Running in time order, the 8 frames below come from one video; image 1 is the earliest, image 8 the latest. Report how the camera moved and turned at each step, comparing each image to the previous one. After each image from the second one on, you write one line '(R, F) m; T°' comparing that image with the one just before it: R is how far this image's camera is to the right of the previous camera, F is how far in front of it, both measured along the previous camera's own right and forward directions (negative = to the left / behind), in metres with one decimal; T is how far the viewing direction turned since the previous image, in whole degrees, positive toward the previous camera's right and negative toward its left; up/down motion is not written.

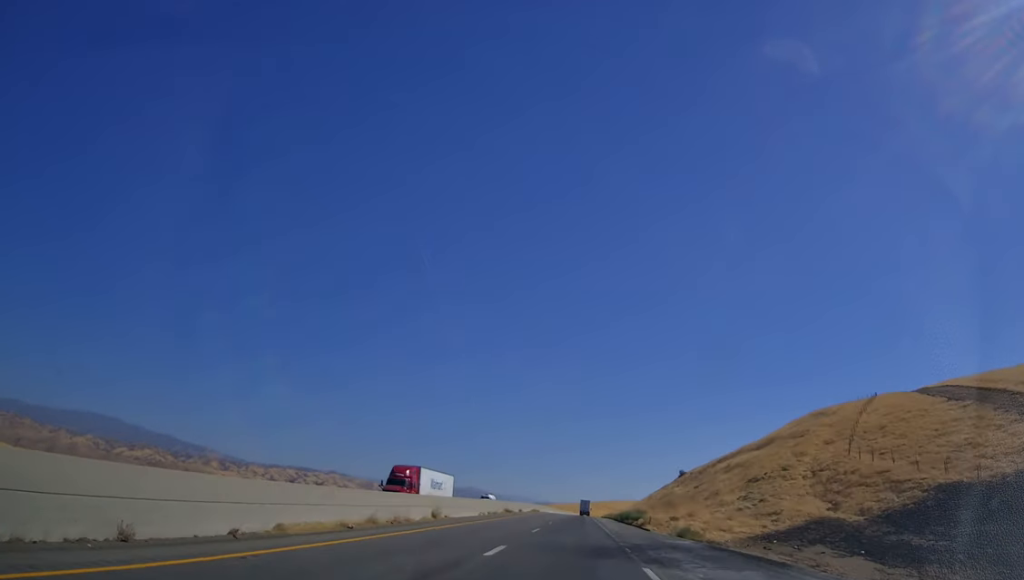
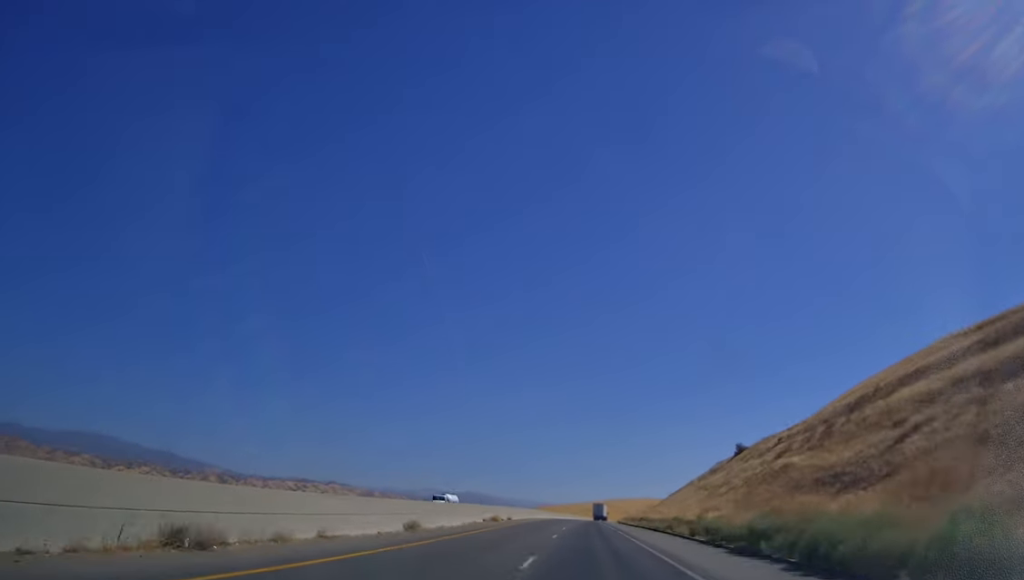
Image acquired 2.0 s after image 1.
(-1.4, +59.8) m; -1°
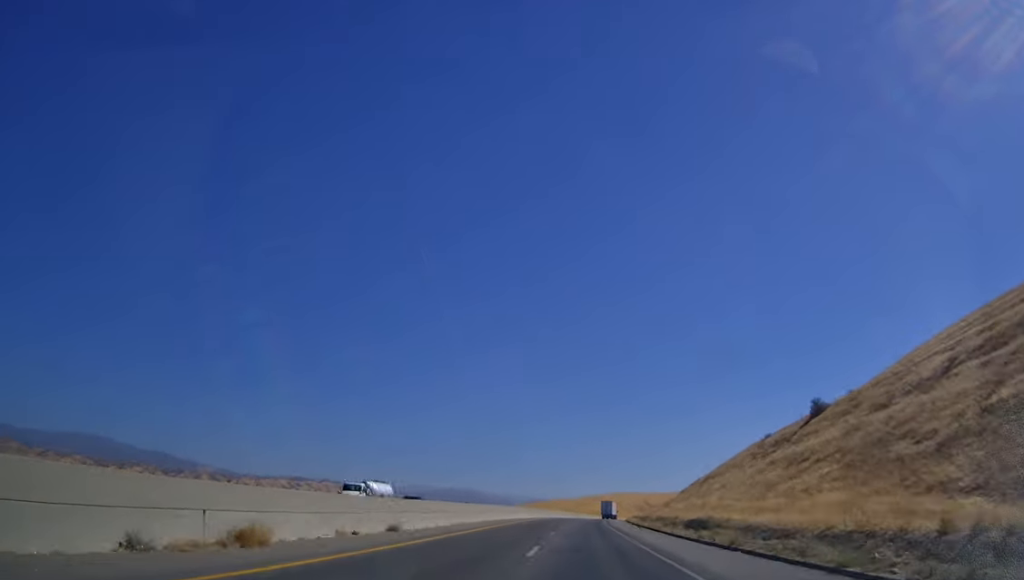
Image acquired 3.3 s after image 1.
(-0.4, +40.0) m; +1°
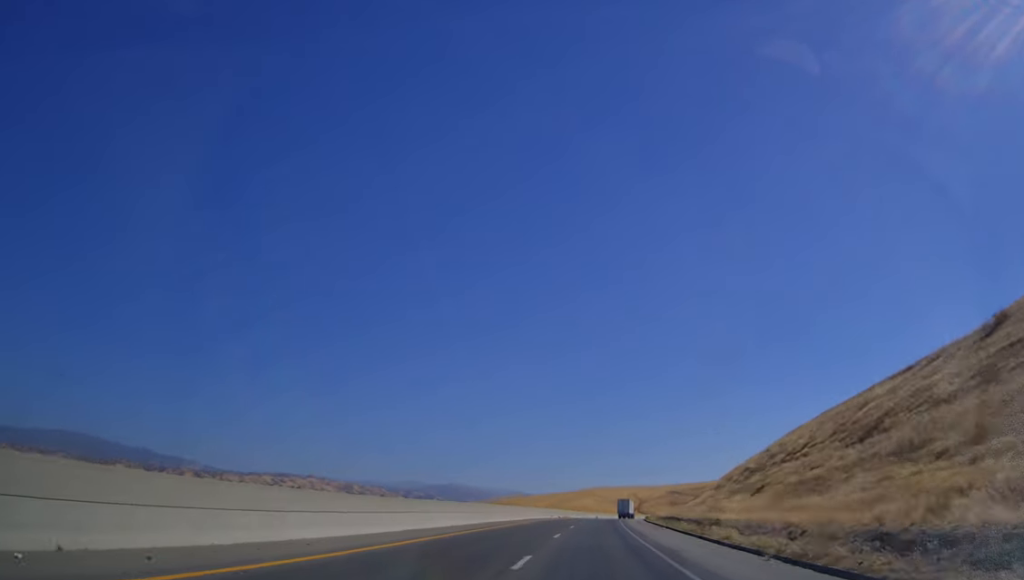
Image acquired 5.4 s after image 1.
(+1.2, +62.2) m; +1°
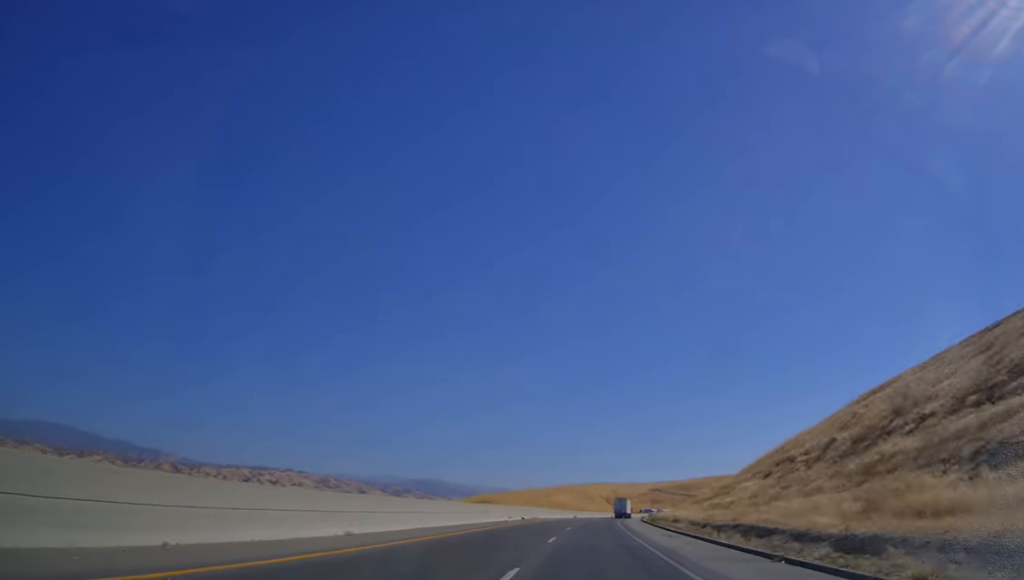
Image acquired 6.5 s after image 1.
(-0.4, +32.3) m; +1°
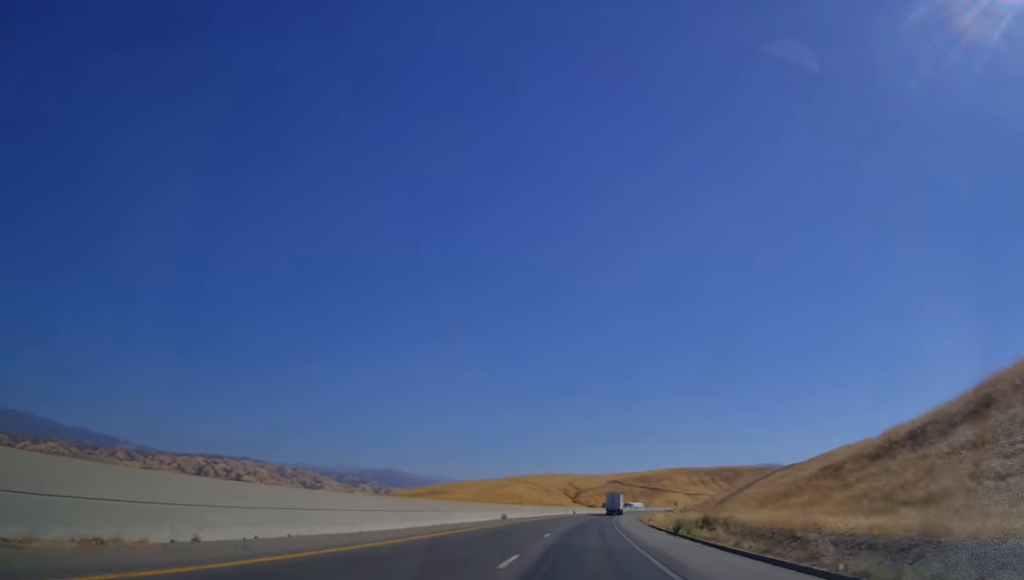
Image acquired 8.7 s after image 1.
(+1.9, +68.8) m; +4°
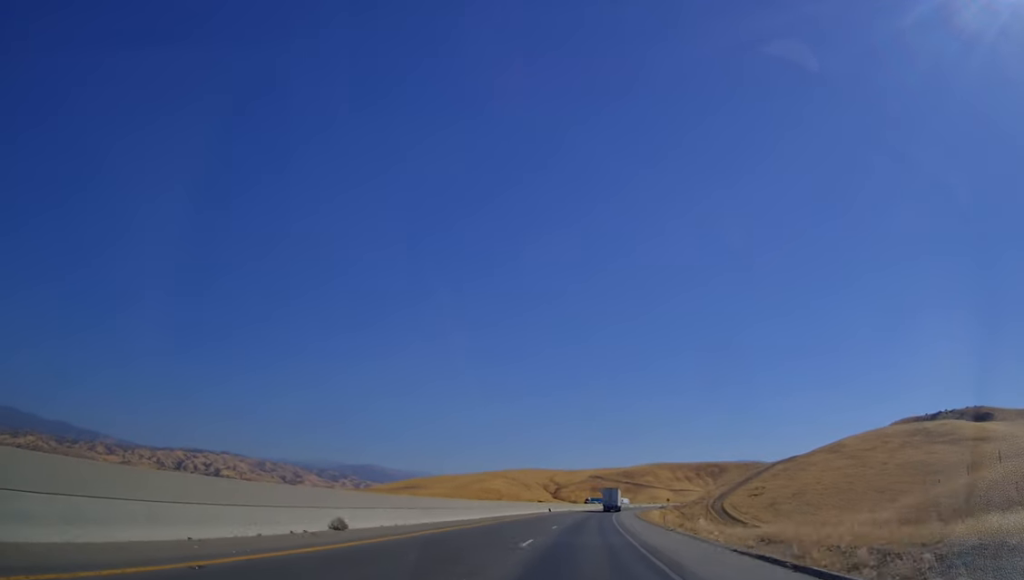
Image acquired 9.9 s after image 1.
(+0.8, +36.8) m; +2°
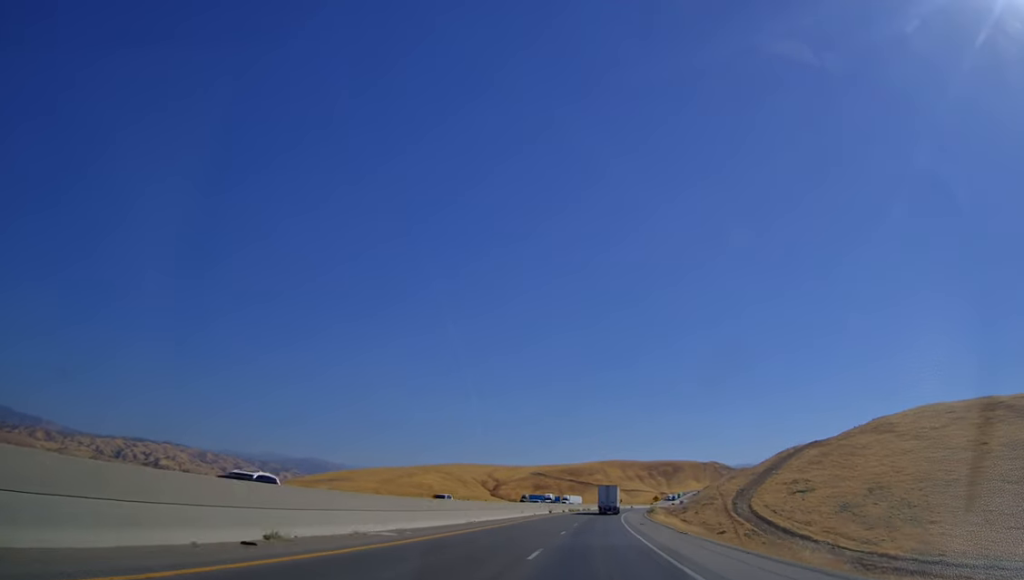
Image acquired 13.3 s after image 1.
(+3.2, +105.3) m; +4°
